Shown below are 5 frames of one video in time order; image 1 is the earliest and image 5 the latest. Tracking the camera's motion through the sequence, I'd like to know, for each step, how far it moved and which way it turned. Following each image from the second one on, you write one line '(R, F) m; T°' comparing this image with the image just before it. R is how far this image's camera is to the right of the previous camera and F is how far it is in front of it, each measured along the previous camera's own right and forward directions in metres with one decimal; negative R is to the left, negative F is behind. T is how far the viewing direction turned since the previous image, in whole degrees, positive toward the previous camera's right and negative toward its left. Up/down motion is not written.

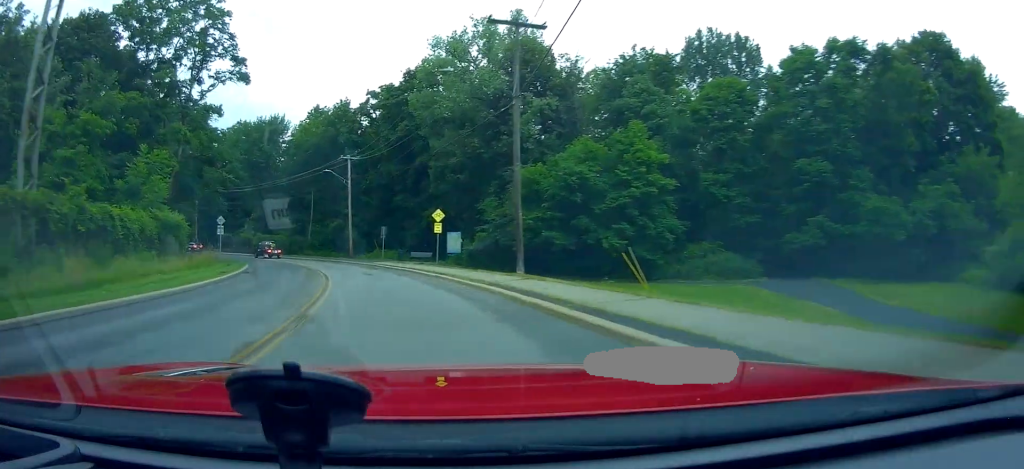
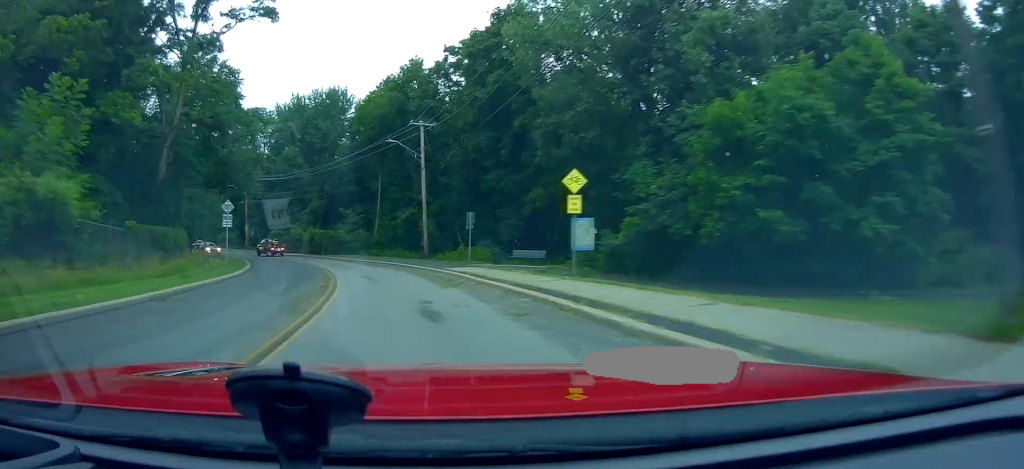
(-1.3, +16.6) m; -11°
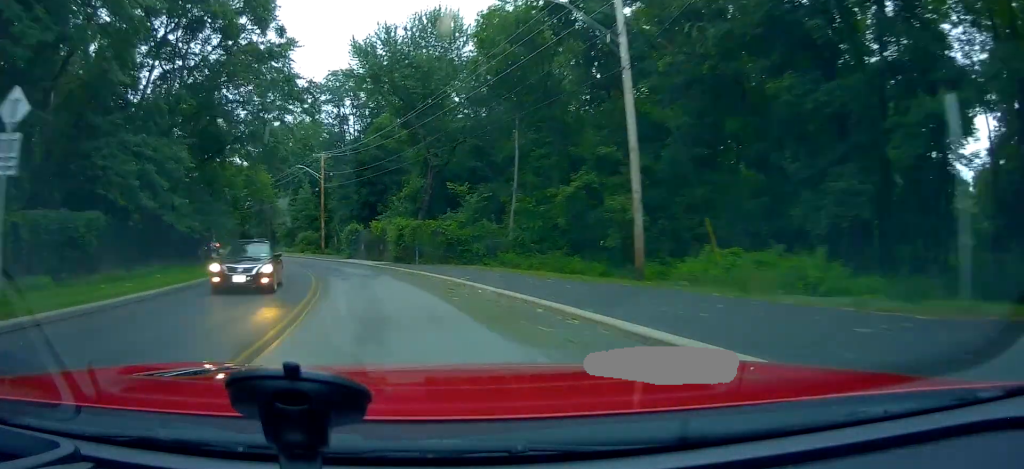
(-3.8, +27.5) m; -15°
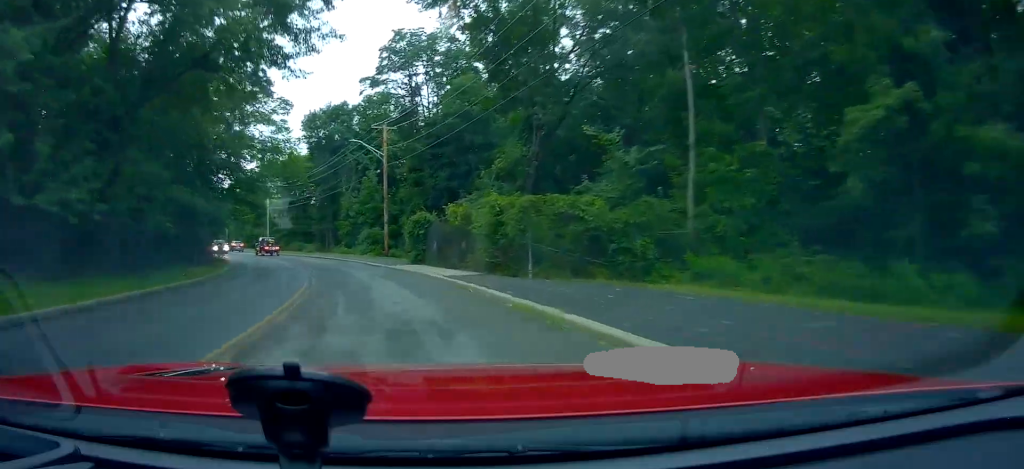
(-1.7, +17.0) m; -7°
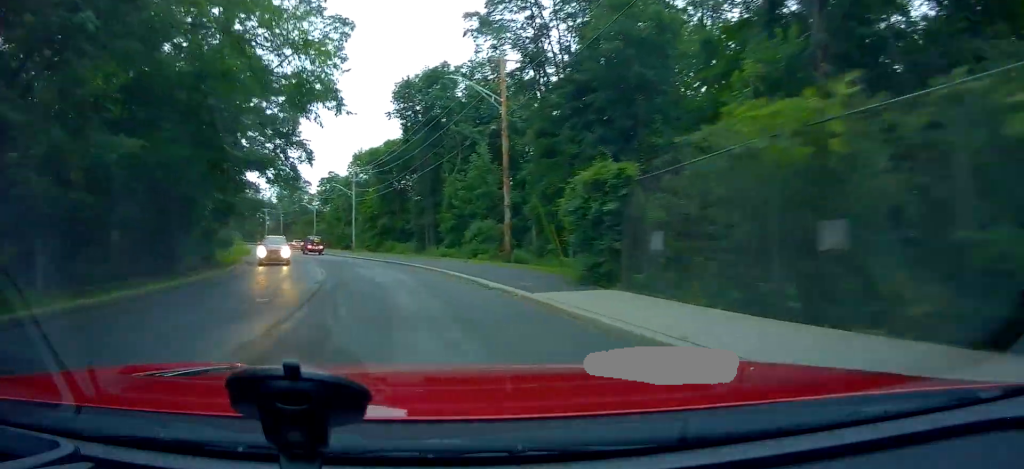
(+0.2, +20.5) m; -2°
